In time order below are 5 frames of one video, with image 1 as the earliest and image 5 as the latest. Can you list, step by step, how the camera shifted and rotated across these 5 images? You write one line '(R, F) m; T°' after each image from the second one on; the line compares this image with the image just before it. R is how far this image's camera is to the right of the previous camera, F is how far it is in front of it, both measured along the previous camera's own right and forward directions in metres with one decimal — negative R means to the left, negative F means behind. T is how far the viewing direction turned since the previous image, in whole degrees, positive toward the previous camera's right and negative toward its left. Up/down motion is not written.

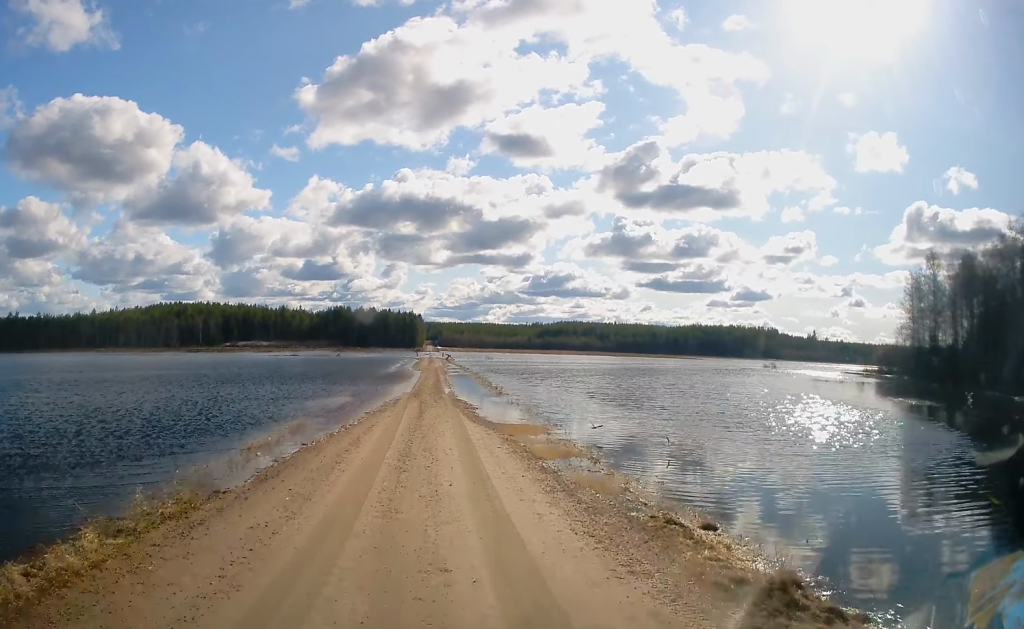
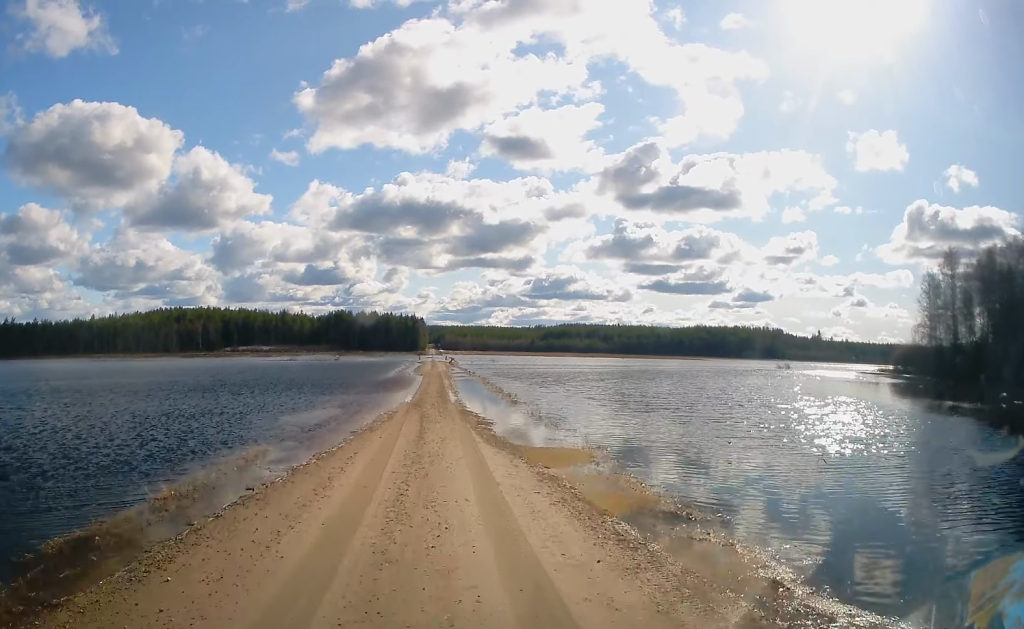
(0.0, +4.3) m; 0°
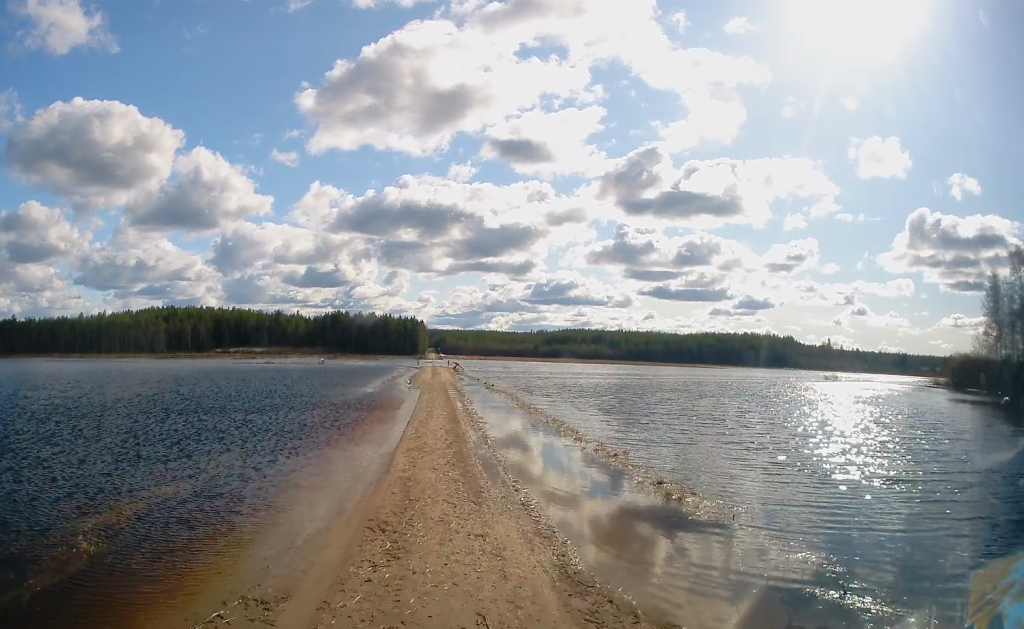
(-0.2, +14.3) m; -1°
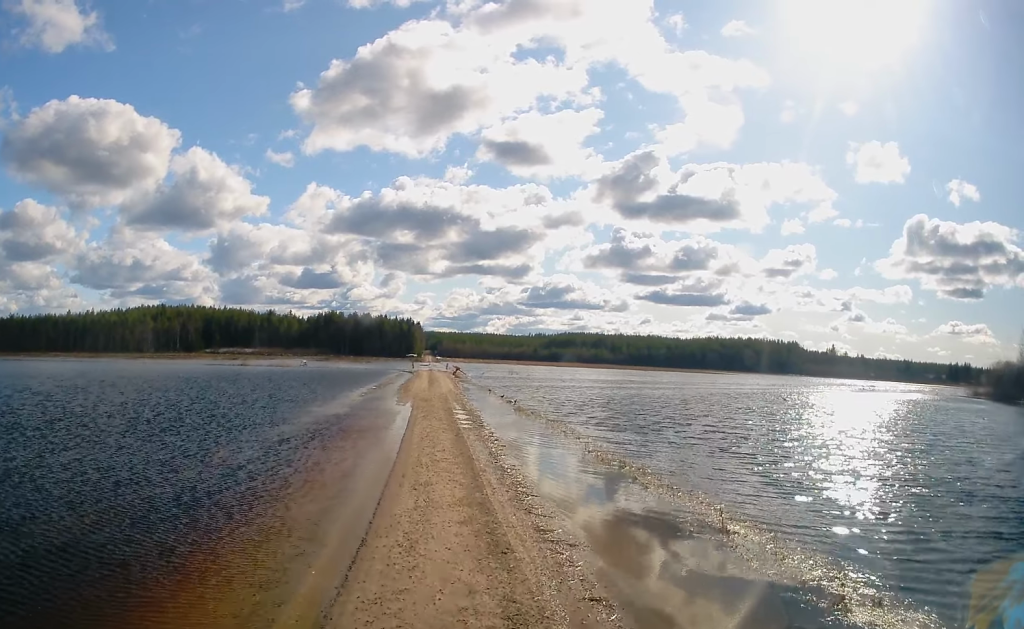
(+0.1, +9.8) m; +3°
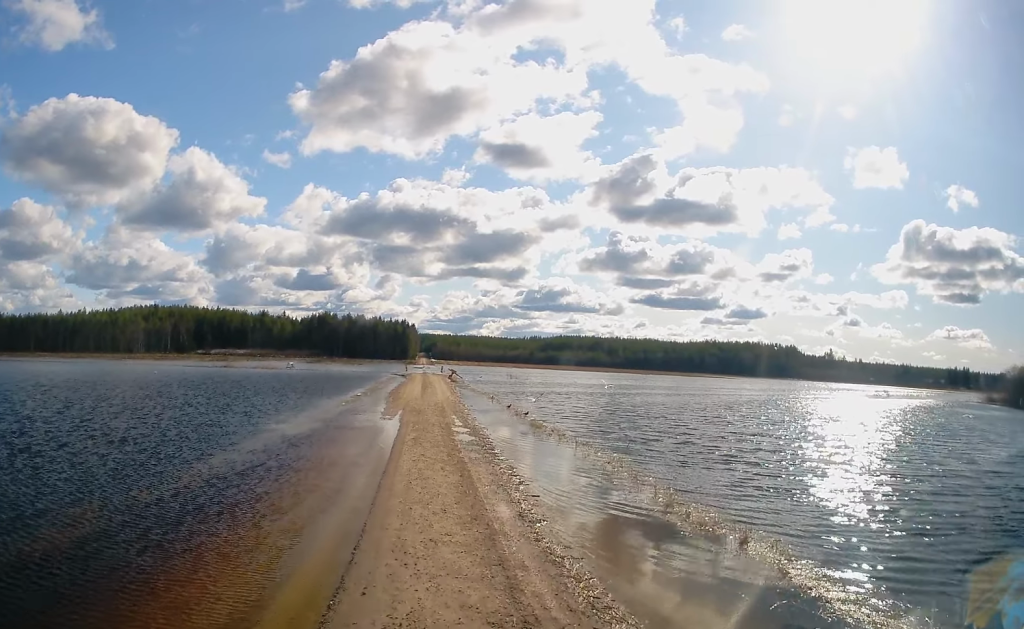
(0.0, +6.1) m; -2°
